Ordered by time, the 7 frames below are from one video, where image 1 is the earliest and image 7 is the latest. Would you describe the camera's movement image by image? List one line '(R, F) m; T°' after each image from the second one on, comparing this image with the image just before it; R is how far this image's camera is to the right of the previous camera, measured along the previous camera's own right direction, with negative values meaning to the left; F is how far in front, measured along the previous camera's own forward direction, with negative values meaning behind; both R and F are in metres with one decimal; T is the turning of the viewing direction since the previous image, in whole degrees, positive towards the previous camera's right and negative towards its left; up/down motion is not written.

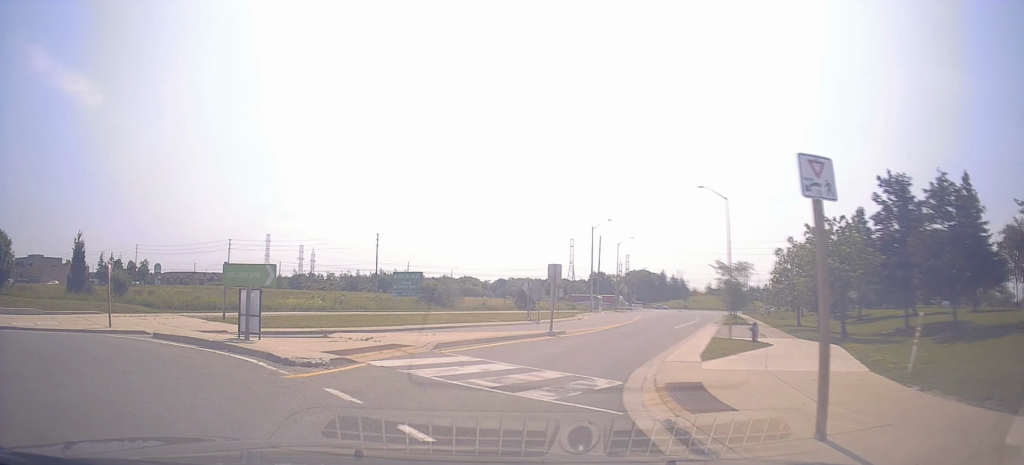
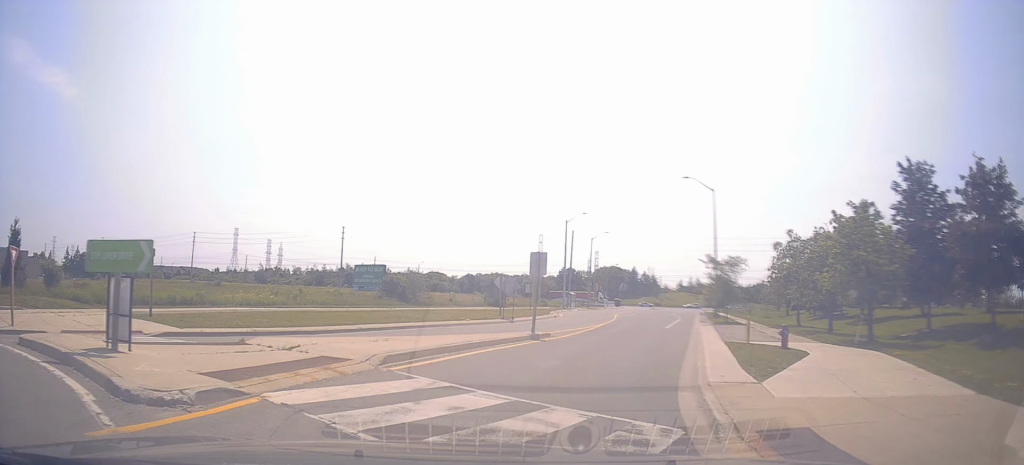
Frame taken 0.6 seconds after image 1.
(-1.2, +4.5) m; -8°
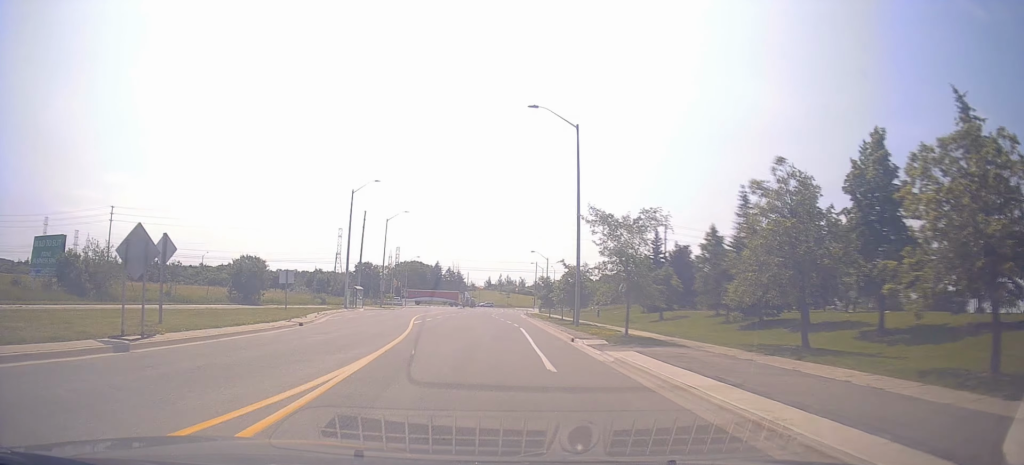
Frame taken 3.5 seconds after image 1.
(+4.8, +20.9) m; +23°
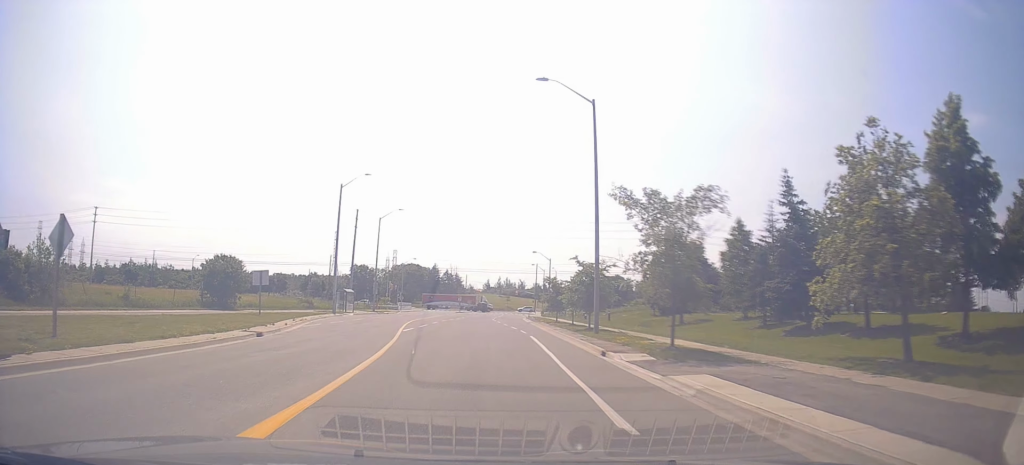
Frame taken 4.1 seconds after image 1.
(0.0, +5.3) m; 0°
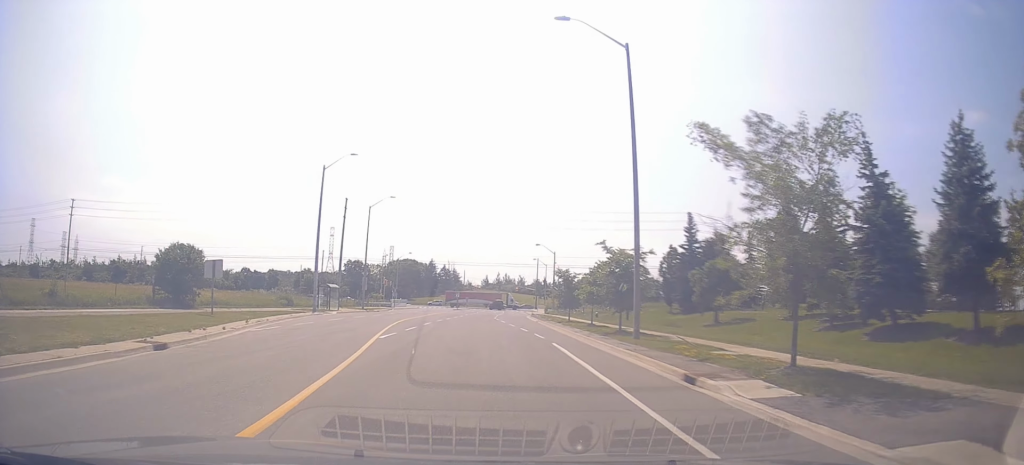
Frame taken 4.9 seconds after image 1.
(-0.2, +7.2) m; -1°
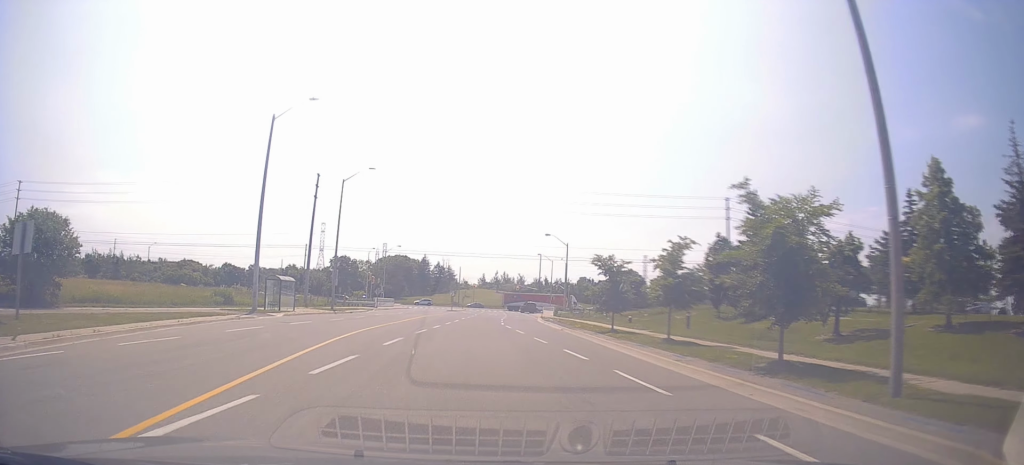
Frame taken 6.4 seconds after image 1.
(+0.2, +15.2) m; +1°
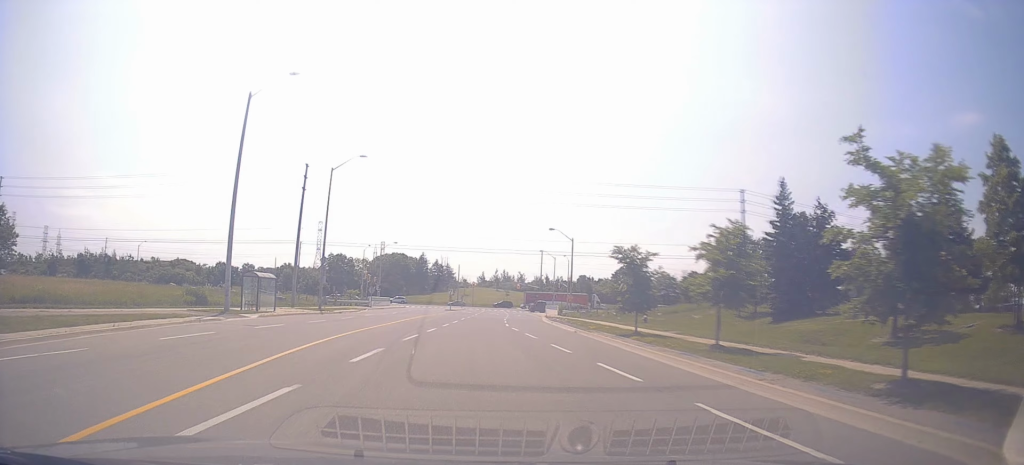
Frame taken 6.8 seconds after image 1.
(0.0, +4.5) m; 0°
